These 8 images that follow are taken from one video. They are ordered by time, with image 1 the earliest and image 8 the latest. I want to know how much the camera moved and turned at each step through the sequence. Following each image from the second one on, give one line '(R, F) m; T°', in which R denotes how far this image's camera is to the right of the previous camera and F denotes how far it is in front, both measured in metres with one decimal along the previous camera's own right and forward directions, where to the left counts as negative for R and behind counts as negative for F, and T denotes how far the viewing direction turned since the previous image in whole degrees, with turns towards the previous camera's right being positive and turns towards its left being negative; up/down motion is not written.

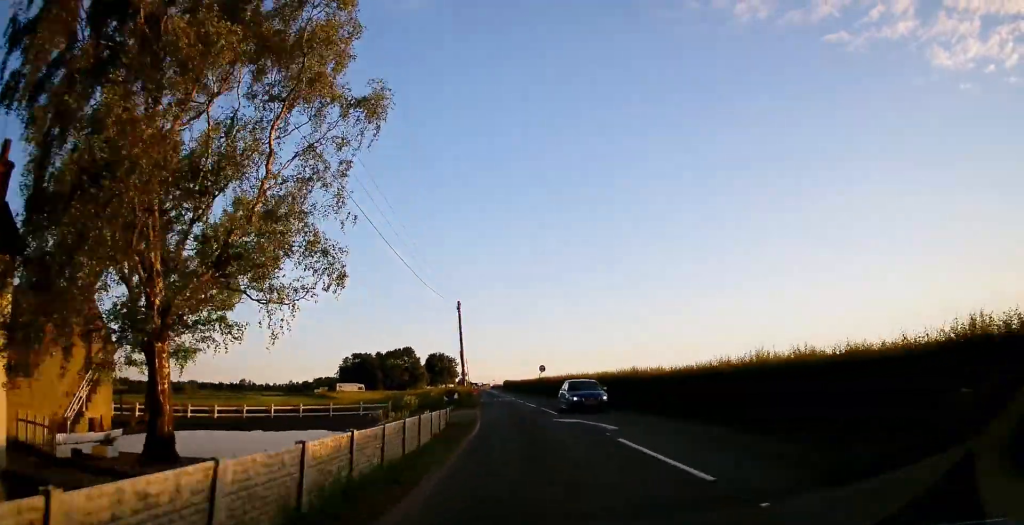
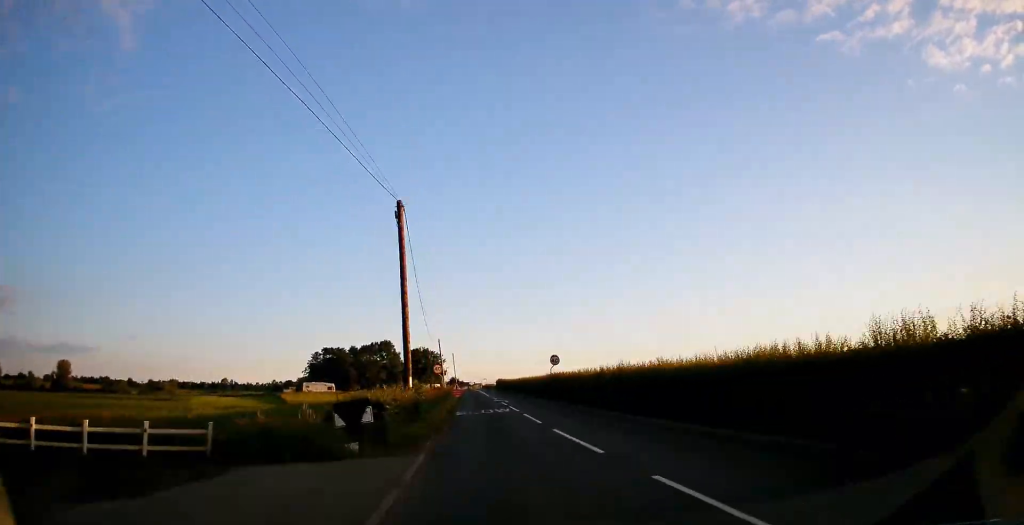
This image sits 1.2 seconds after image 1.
(+0.6, +23.0) m; +1°
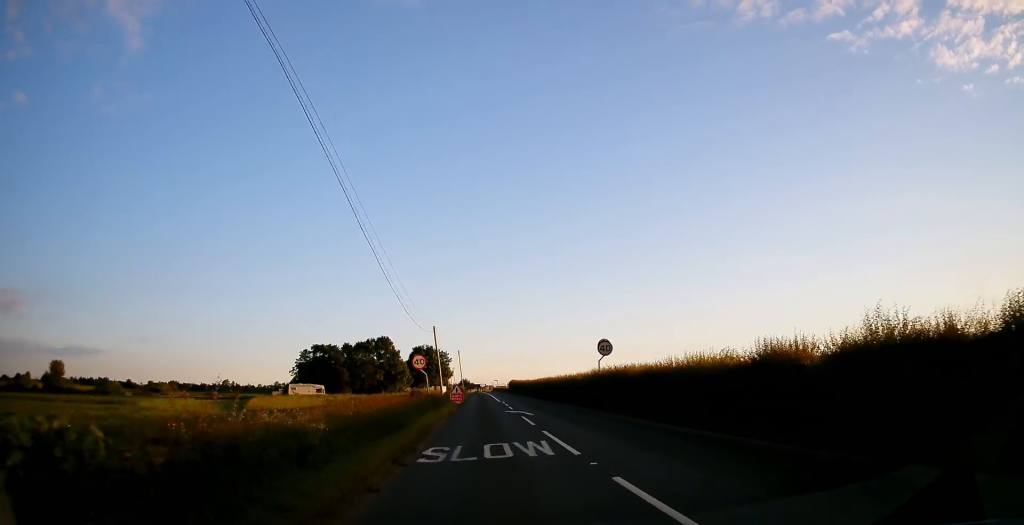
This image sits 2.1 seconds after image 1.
(-0.2, +16.6) m; -1°
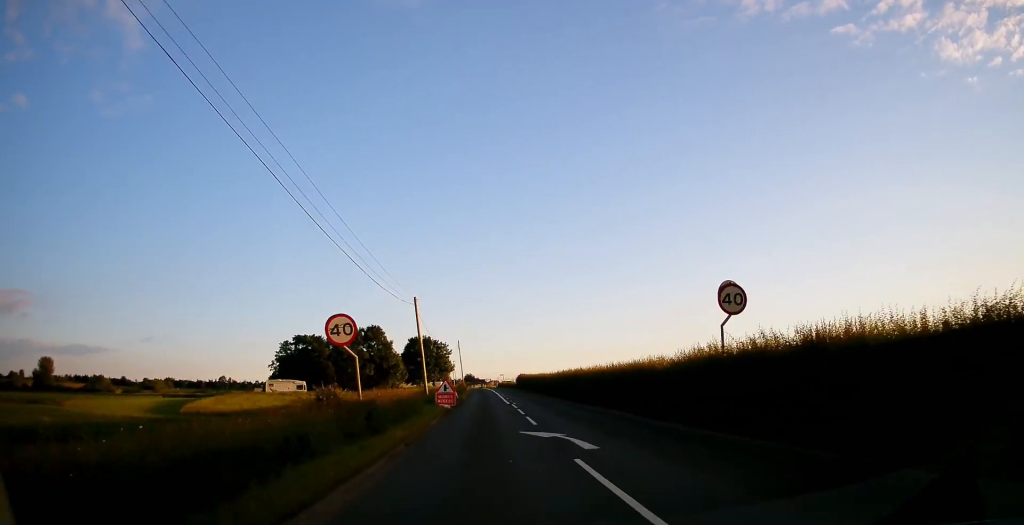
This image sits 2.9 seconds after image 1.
(-0.2, +15.4) m; -1°
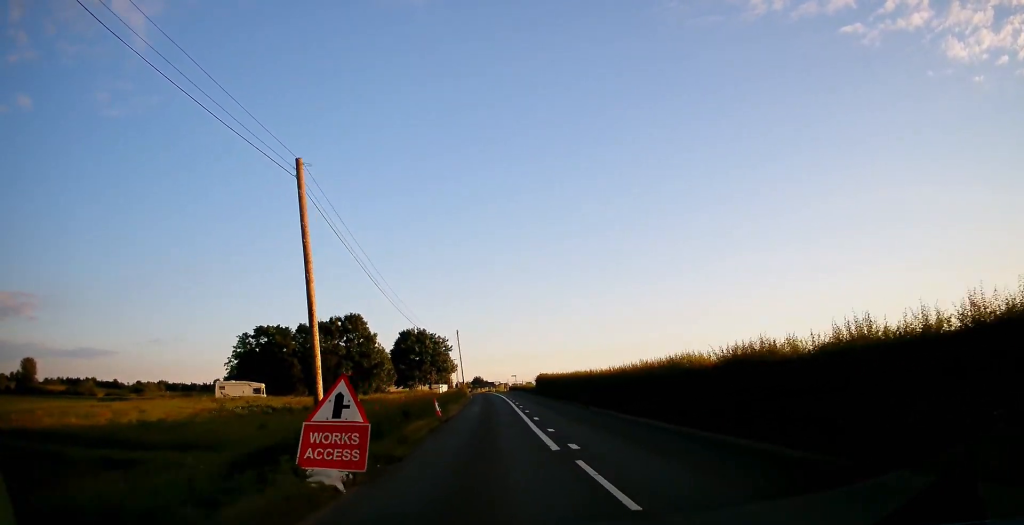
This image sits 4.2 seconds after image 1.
(-0.1, +23.8) m; -1°
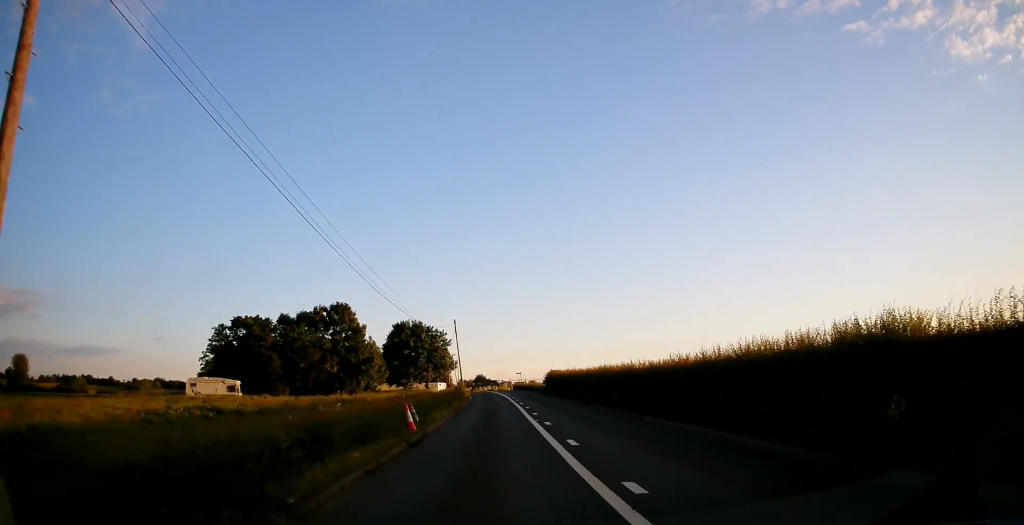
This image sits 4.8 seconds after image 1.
(-0.1, +10.1) m; -1°
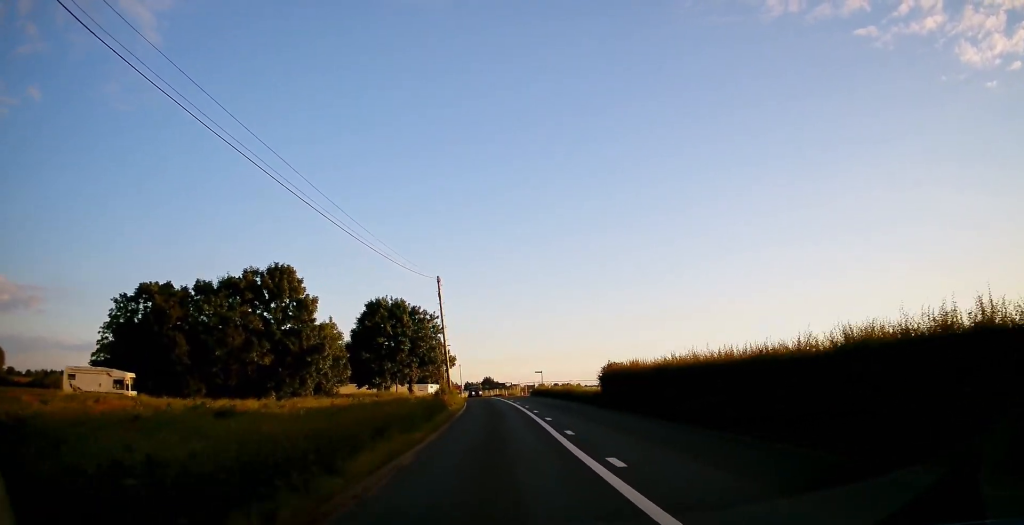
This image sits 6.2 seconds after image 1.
(-0.2, +26.9) m; -1°
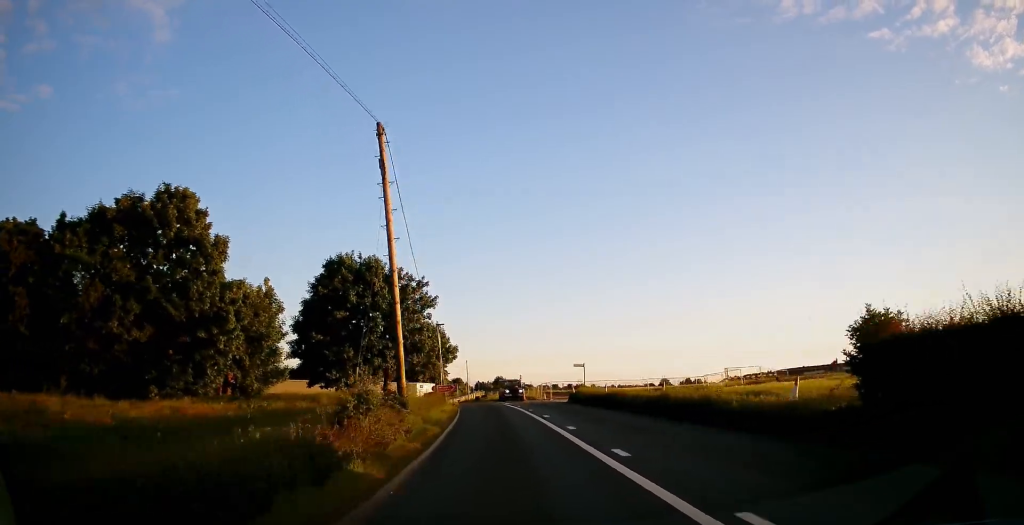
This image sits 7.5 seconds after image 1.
(-0.3, +22.9) m; -2°
